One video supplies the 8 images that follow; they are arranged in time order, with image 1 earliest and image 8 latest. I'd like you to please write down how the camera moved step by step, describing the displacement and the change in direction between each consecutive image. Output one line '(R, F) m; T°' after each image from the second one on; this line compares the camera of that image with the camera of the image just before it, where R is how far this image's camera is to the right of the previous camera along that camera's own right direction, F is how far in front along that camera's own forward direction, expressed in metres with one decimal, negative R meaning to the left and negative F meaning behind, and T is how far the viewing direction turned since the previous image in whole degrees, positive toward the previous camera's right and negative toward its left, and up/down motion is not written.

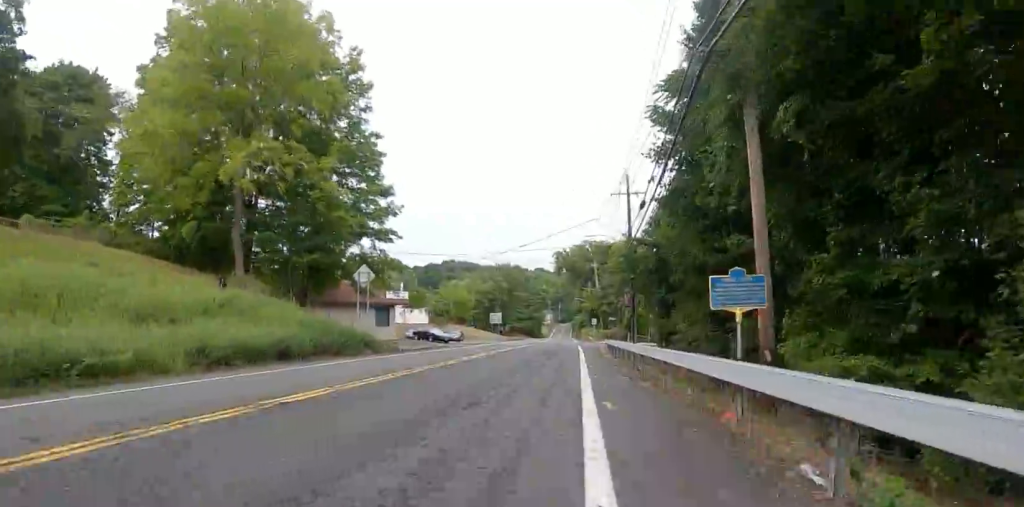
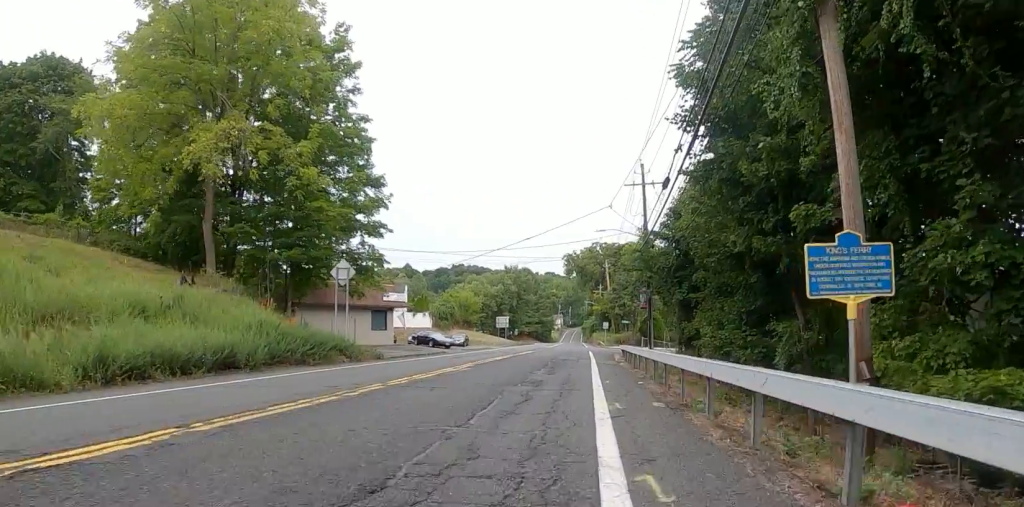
(-0.3, +3.9) m; -3°
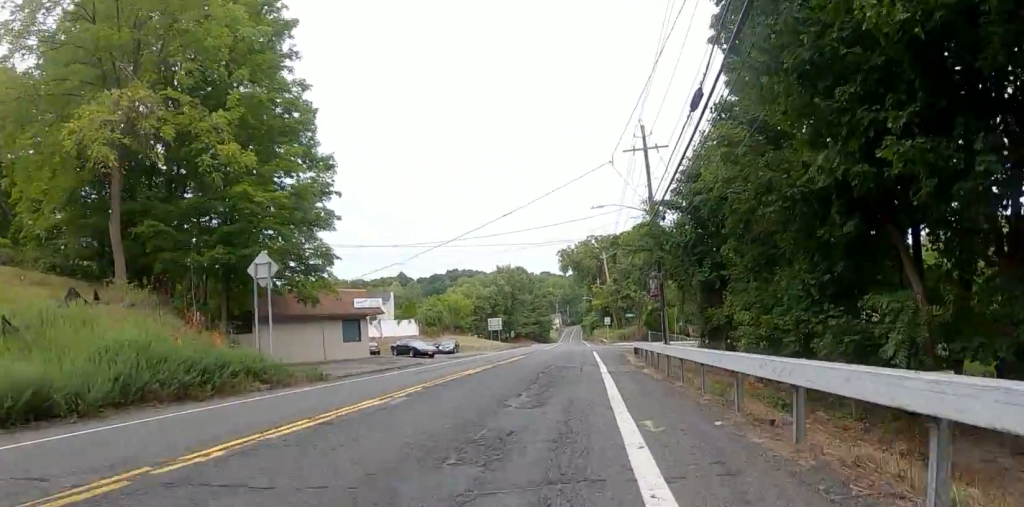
(-0.4, +6.4) m; -4°
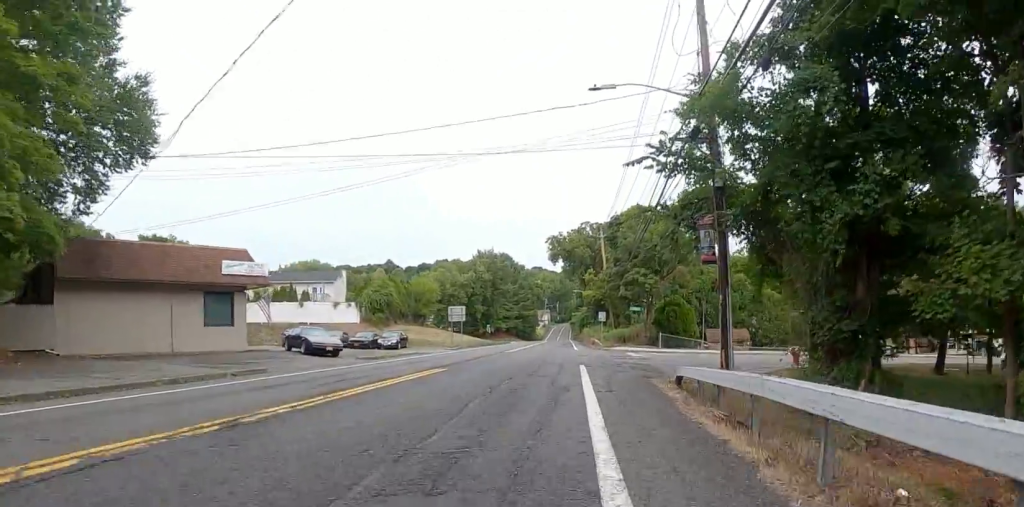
(+1.2, +16.3) m; +8°
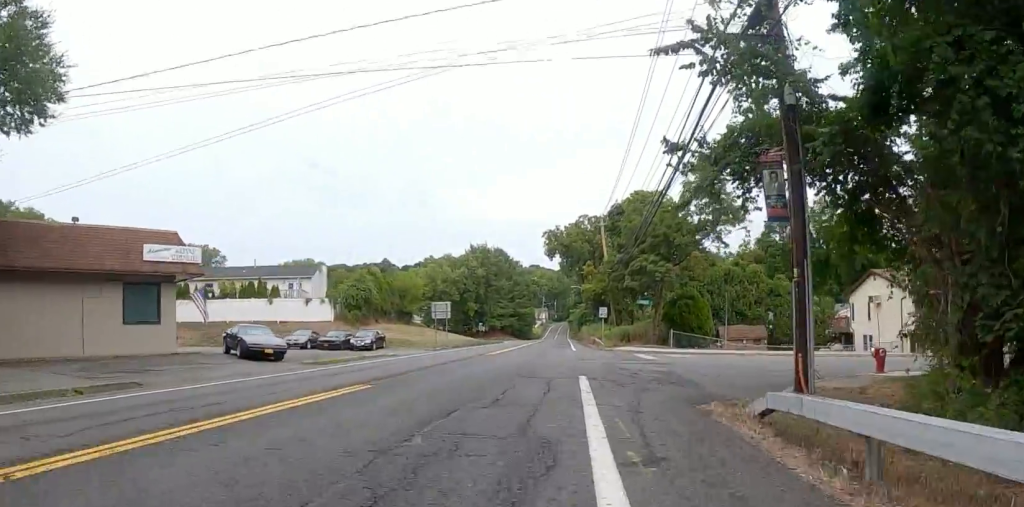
(+0.5, +6.1) m; -6°
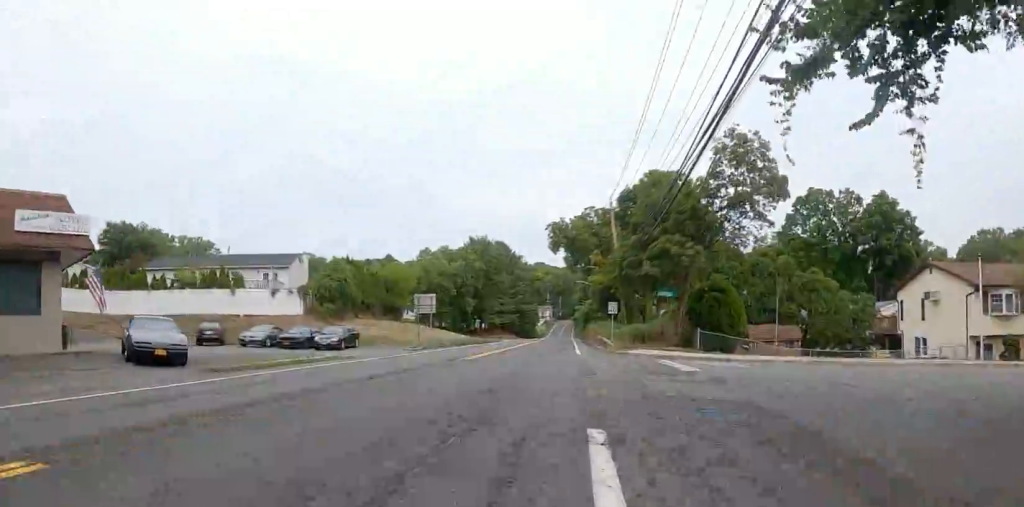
(-1.2, +7.1) m; -3°
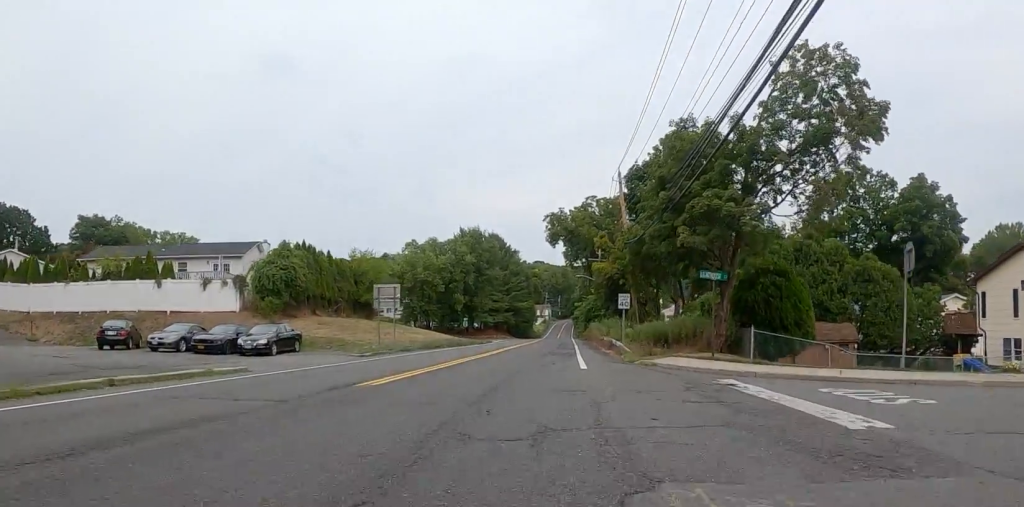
(+0.8, +9.7) m; +5°
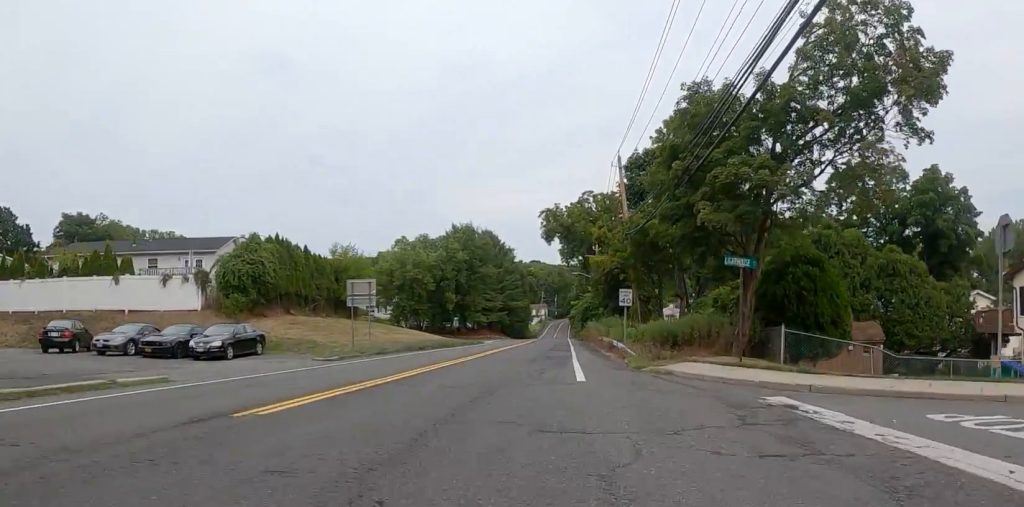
(-0.1, +3.2) m; -1°
